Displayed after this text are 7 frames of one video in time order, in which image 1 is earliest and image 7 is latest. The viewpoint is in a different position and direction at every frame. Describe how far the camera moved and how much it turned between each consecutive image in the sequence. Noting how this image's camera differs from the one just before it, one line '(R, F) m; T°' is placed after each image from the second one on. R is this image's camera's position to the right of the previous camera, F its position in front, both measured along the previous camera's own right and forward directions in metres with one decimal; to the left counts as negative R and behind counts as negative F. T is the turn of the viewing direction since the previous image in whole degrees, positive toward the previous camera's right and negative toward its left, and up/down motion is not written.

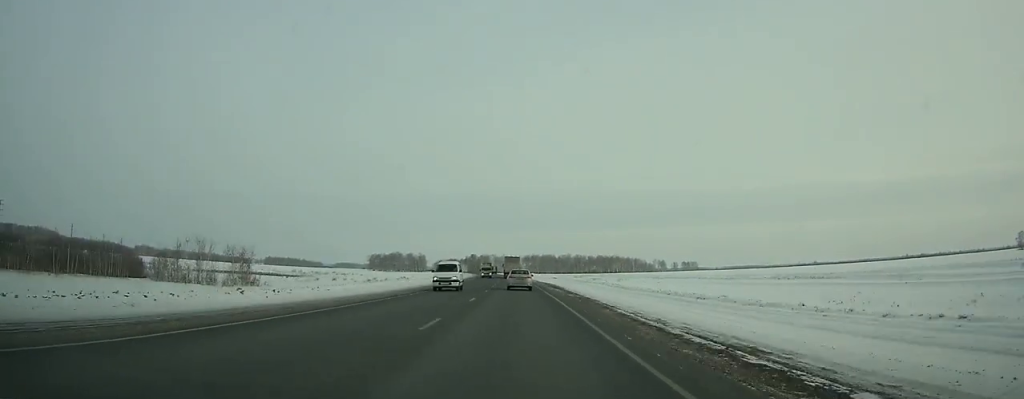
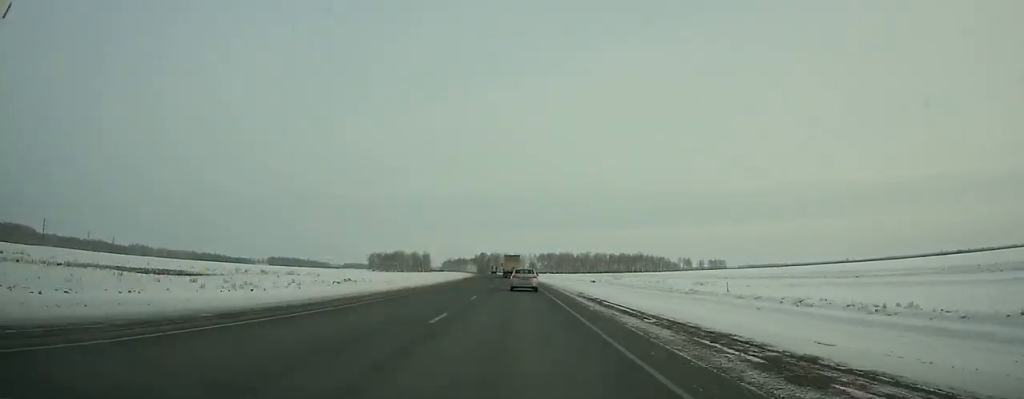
(-0.6, +57.8) m; -1°
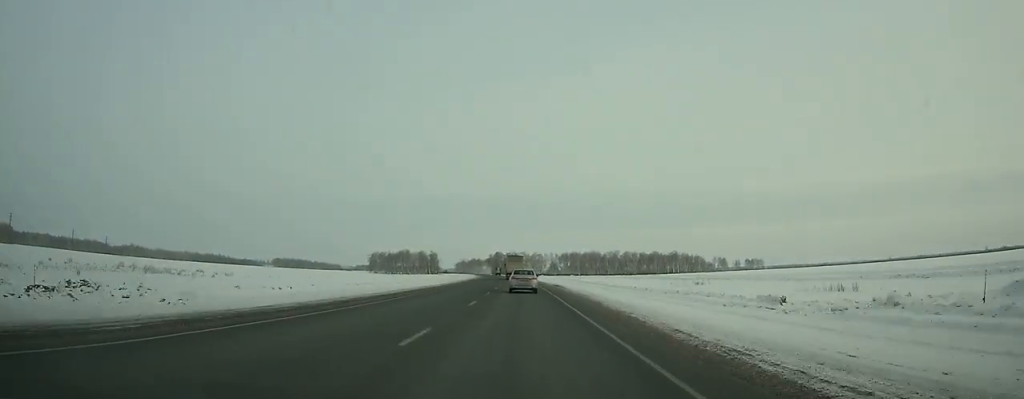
(-0.8, +64.8) m; -1°
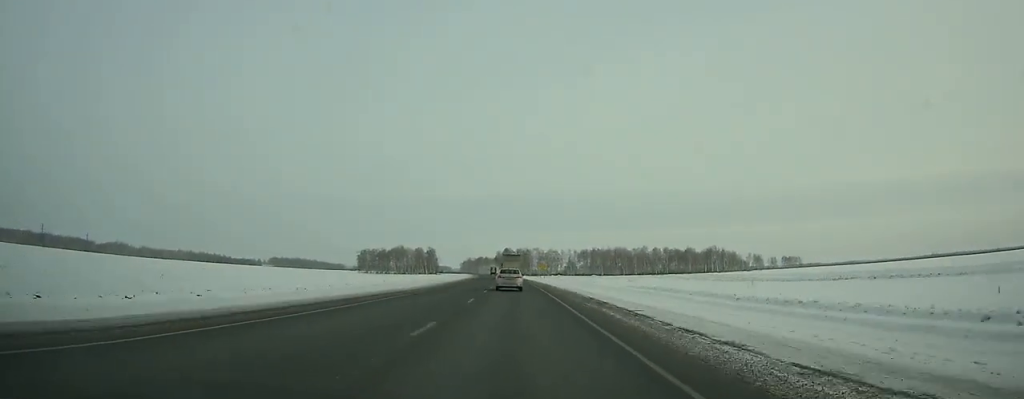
(-0.9, +71.9) m; -1°
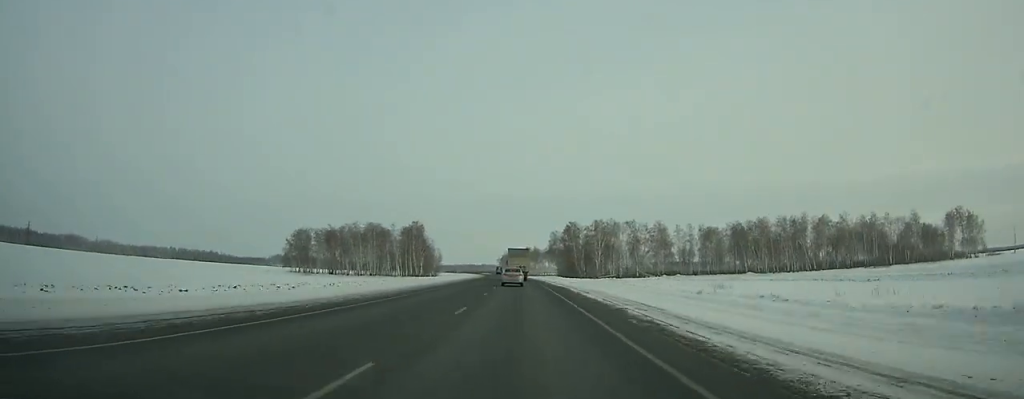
(-9.2, +207.6) m; -5°
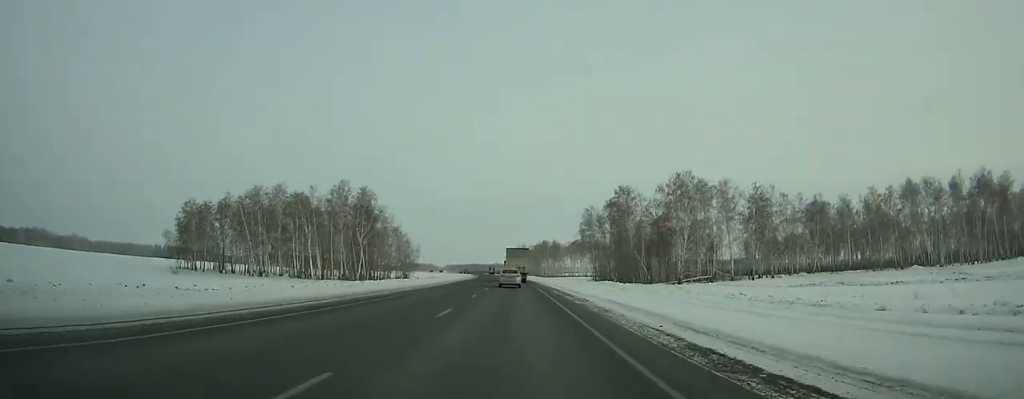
(-0.8, +85.9) m; -1°
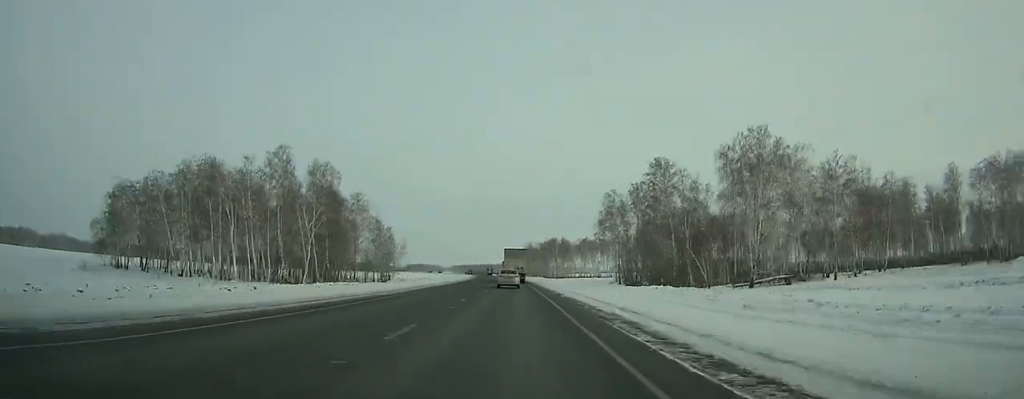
(0.0, +29.9) m; -1°
